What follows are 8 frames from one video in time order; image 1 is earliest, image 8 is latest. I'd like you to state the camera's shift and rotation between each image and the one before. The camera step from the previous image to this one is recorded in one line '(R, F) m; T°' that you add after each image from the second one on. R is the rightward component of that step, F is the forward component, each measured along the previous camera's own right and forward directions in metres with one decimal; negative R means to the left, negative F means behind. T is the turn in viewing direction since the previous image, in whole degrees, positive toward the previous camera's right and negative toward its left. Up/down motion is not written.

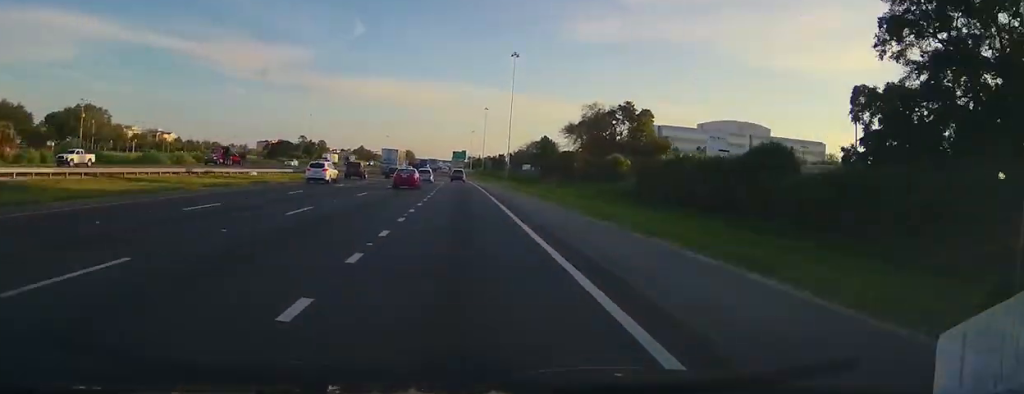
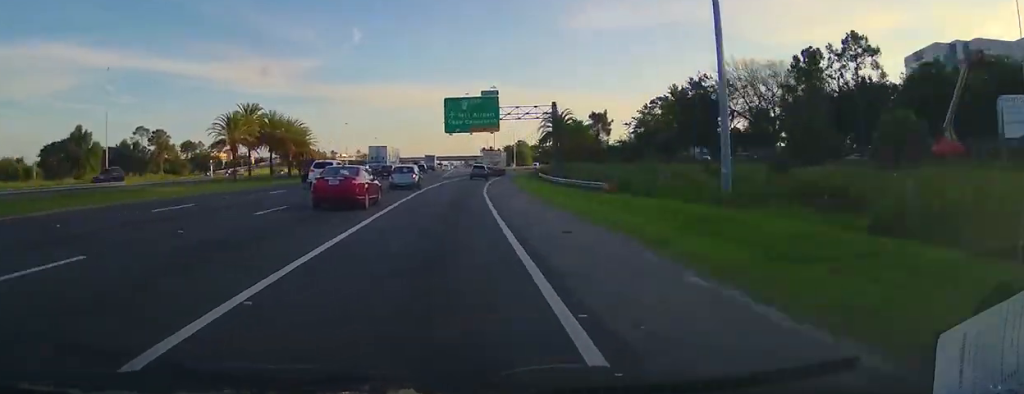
(-1.8, +228.1) m; +3°
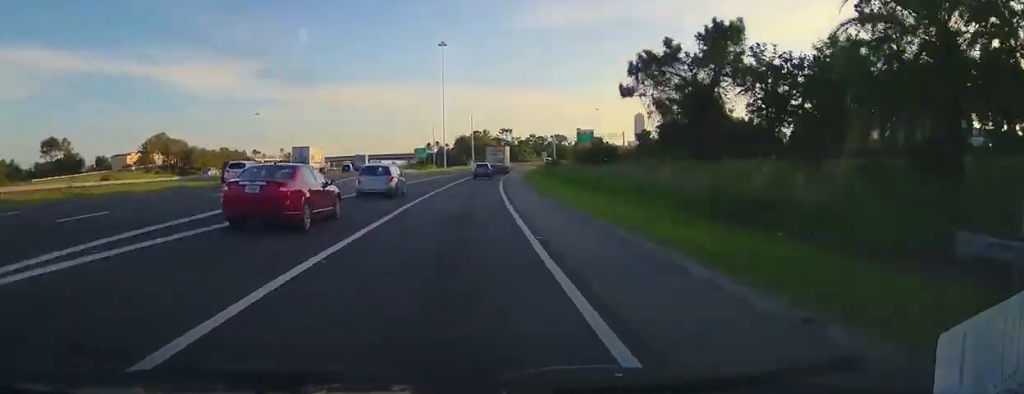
(+0.7, +73.3) m; +5°
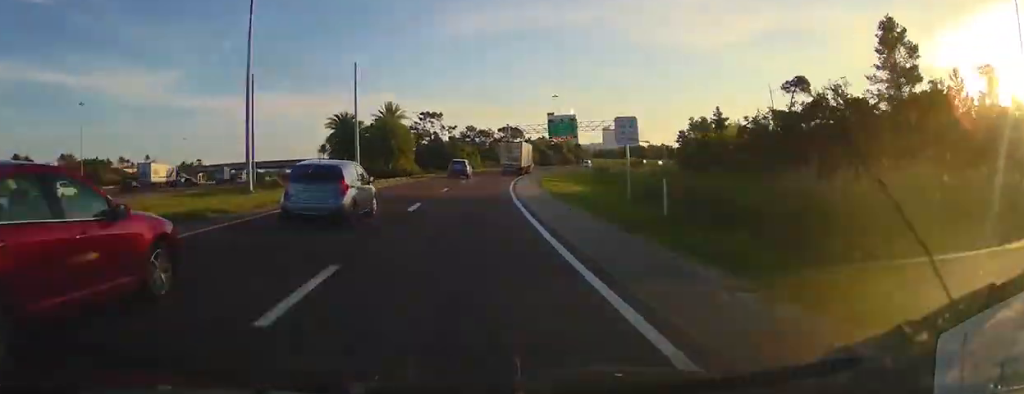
(+5.8, +93.2) m; +10°
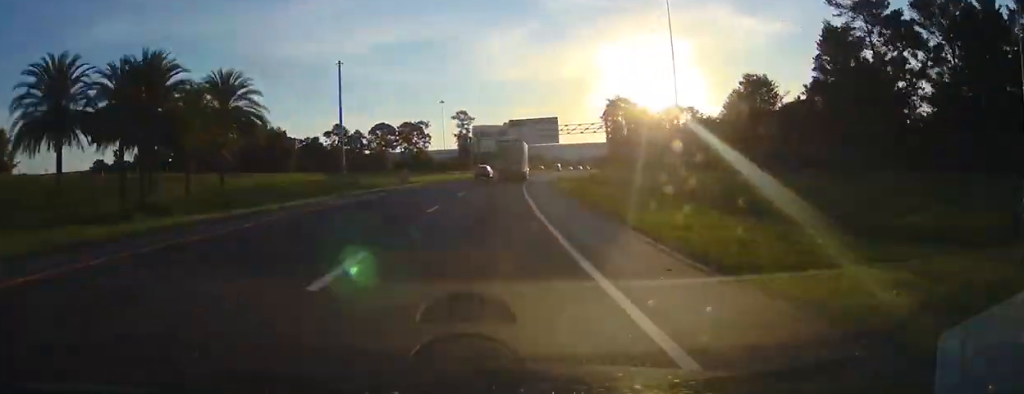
(+89.8, +238.8) m; +38°
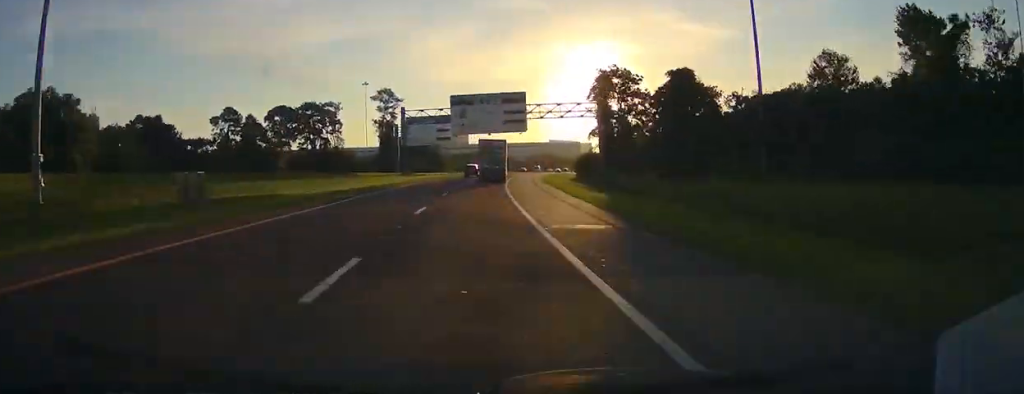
(+1.0, +50.2) m; +5°
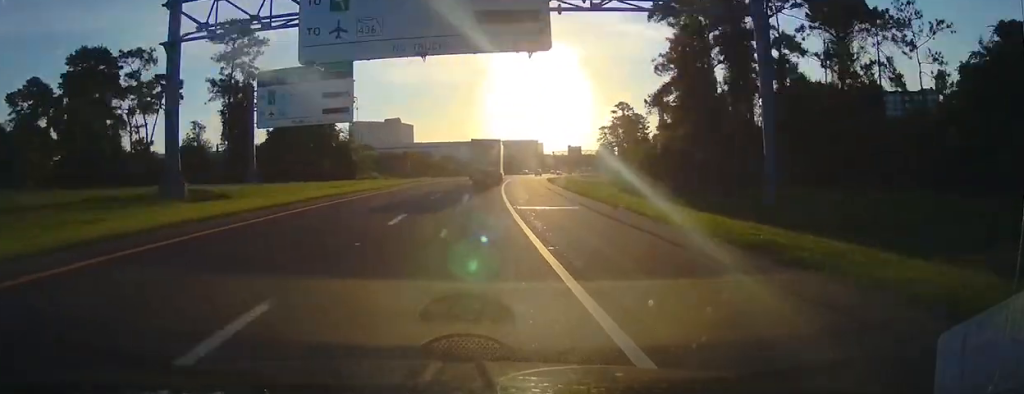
(+5.2, +65.7) m; +6°
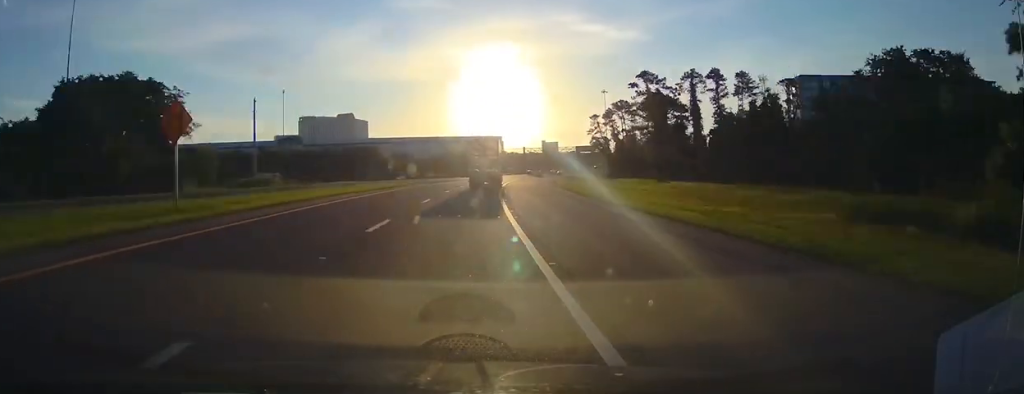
(0.0, +51.5) m; +4°
